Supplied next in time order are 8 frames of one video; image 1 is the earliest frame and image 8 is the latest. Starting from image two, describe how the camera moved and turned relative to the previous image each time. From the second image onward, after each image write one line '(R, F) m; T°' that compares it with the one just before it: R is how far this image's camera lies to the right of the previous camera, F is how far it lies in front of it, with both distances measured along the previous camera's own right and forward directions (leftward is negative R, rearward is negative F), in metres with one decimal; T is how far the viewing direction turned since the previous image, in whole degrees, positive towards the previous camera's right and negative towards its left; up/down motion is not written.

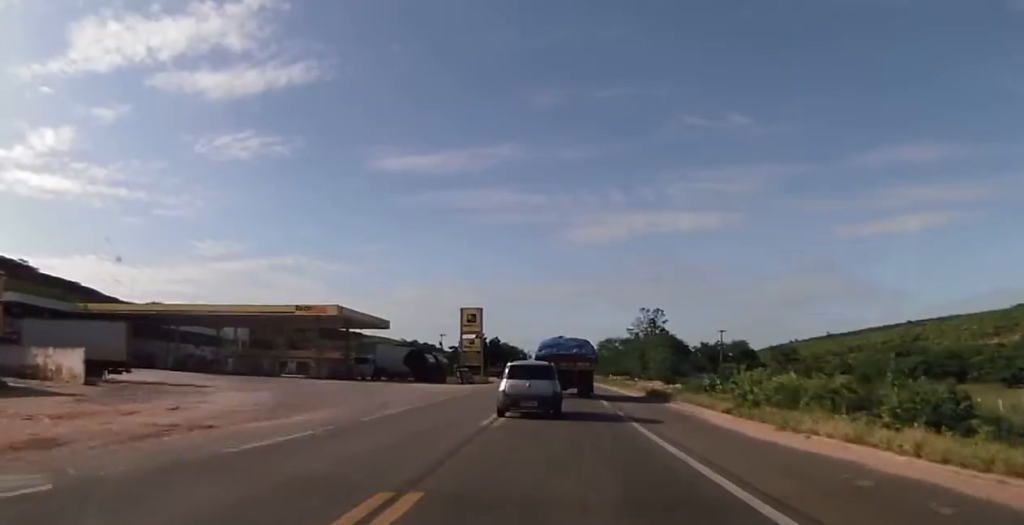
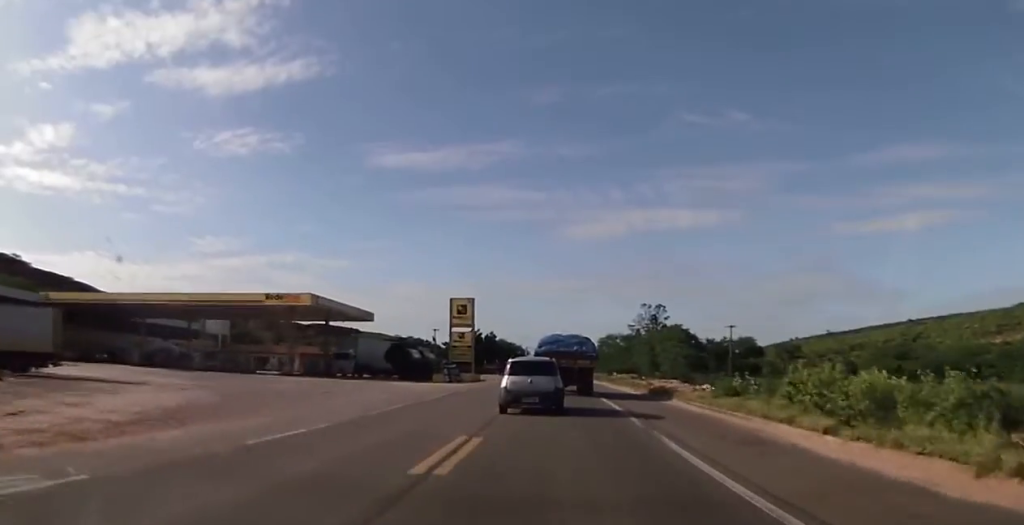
(-0.2, +7.5) m; 0°
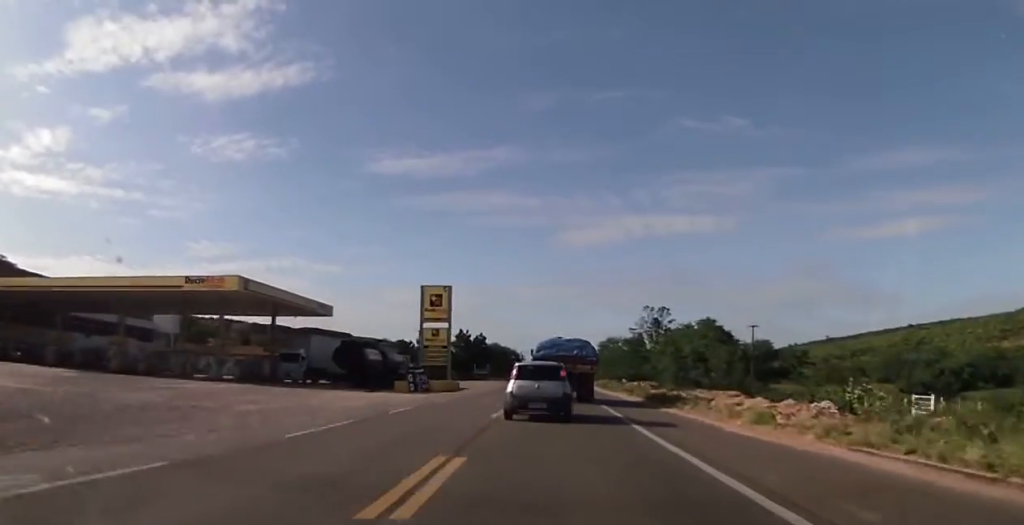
(-0.1, +14.6) m; +1°
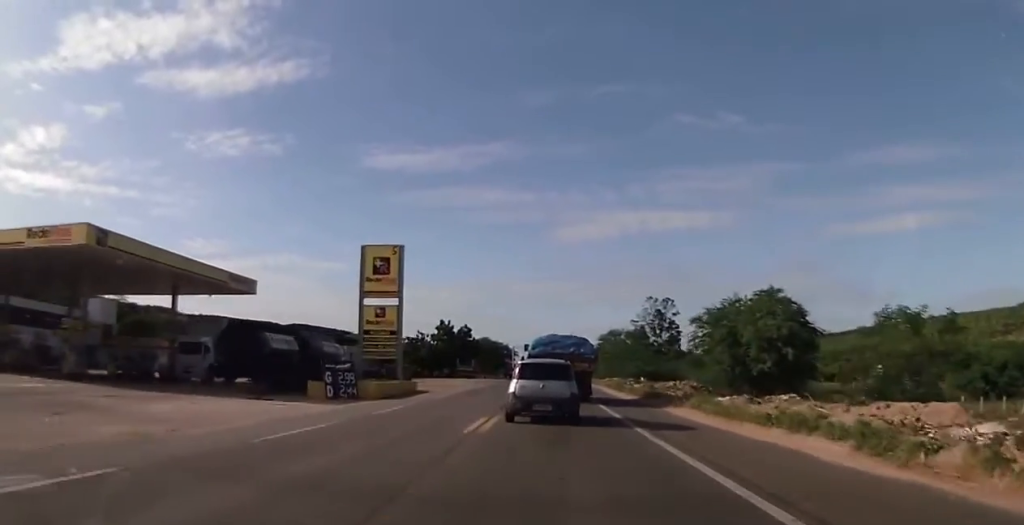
(+0.4, +17.2) m; +1°
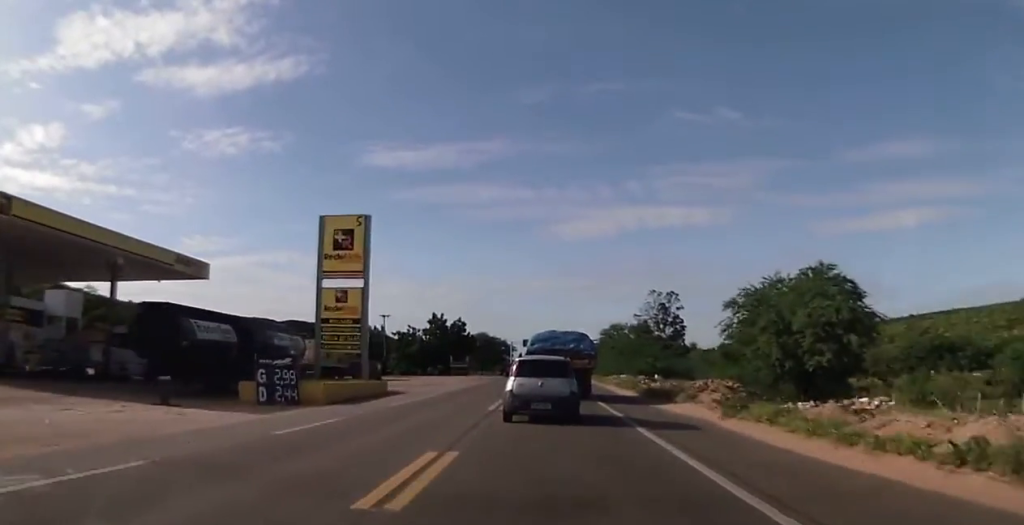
(0.0, +7.5) m; 0°
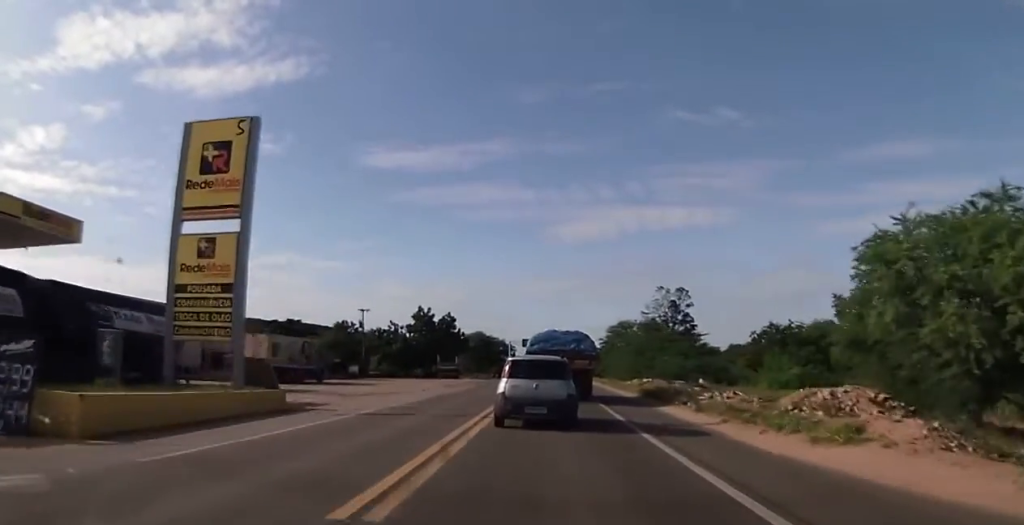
(0.0, +13.7) m; 0°
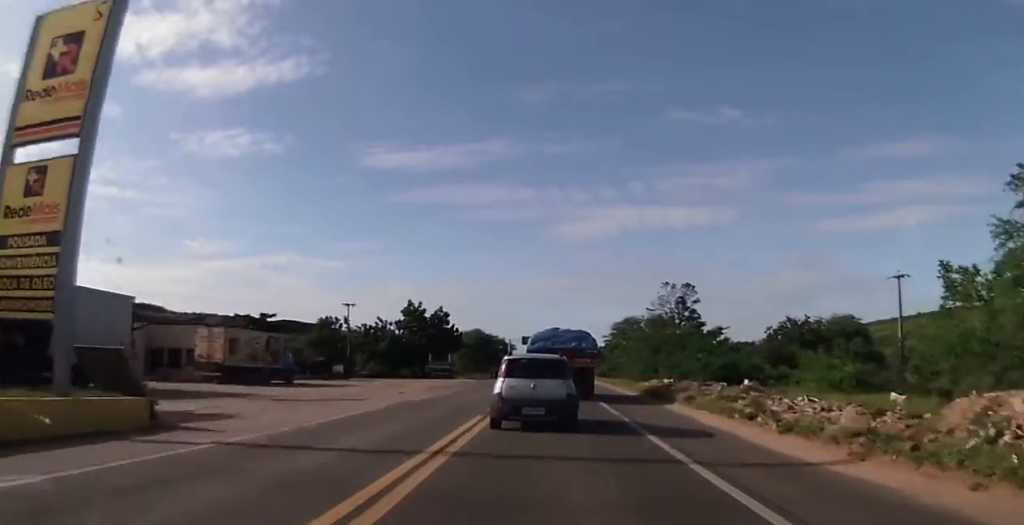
(0.0, +7.8) m; 0°
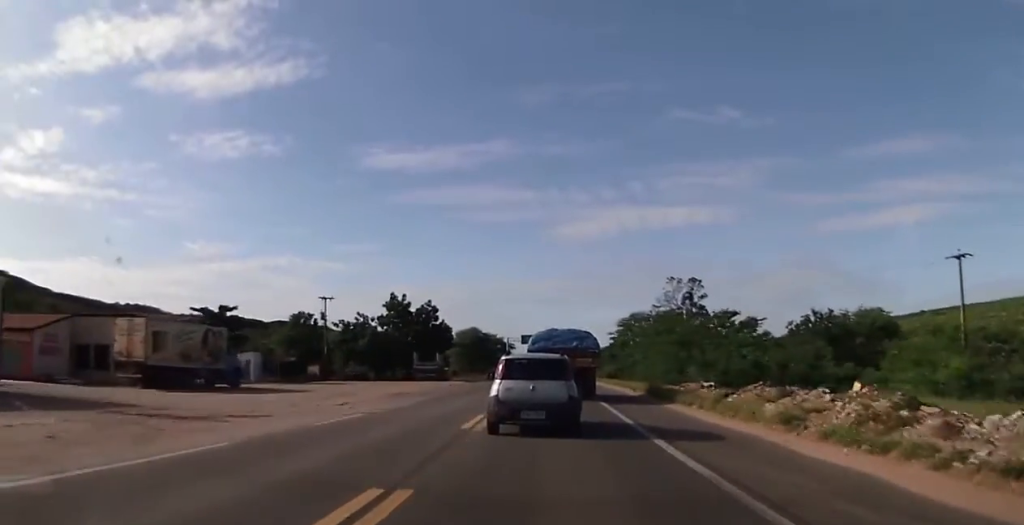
(0.0, +9.8) m; -1°
